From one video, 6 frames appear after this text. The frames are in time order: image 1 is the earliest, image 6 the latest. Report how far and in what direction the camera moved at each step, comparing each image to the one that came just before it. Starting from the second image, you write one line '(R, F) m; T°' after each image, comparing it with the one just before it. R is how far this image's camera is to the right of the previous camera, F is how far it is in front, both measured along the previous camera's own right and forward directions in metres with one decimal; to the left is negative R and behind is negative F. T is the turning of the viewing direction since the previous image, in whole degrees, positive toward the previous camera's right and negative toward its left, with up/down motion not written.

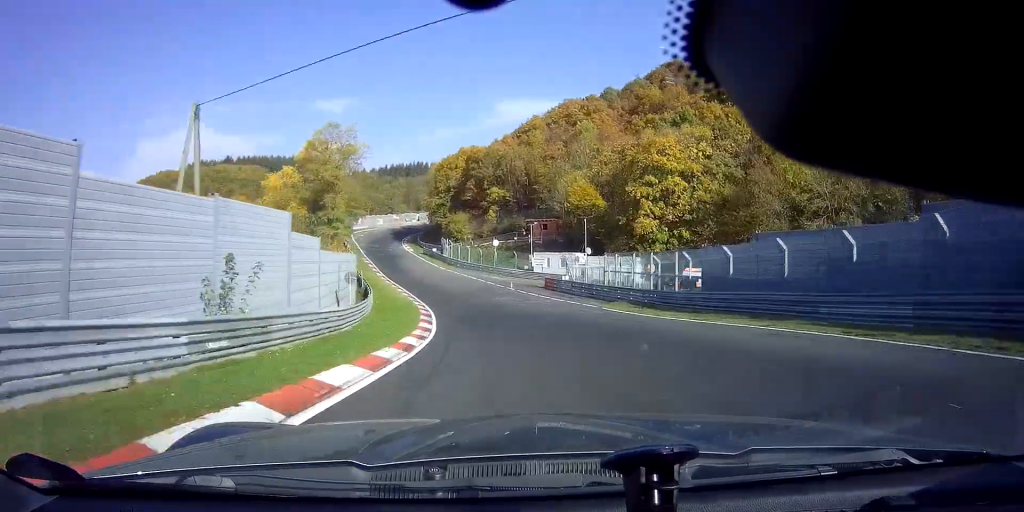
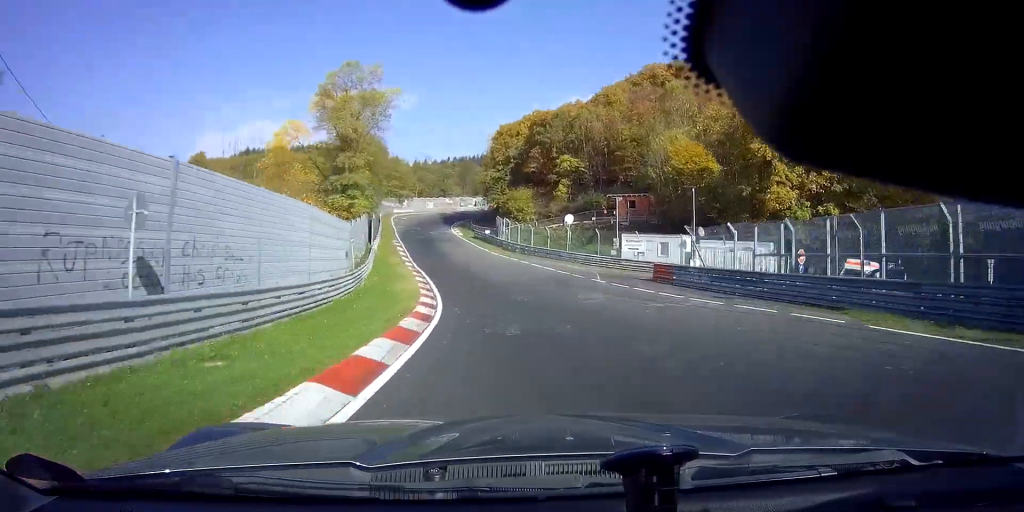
(-1.1, +18.2) m; -6°
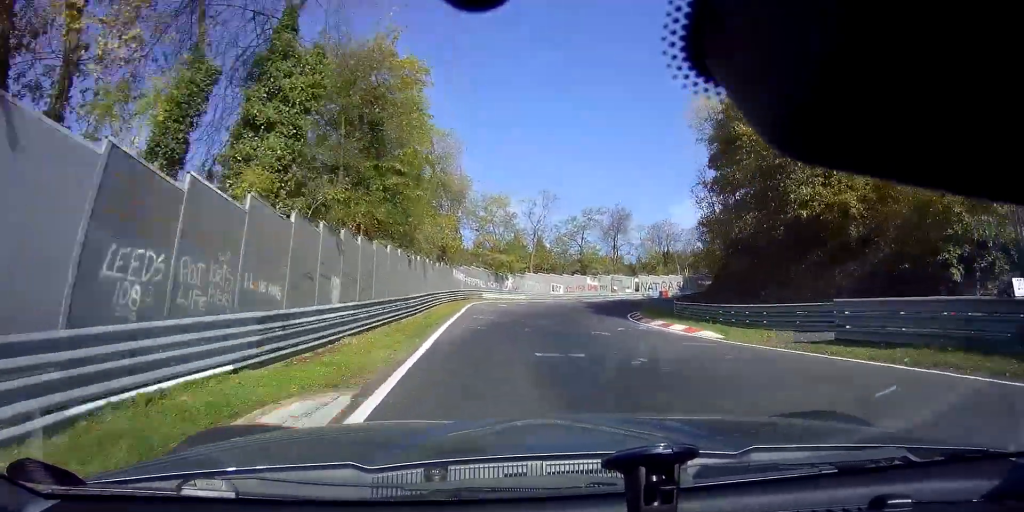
(-6.4, +53.5) m; -5°
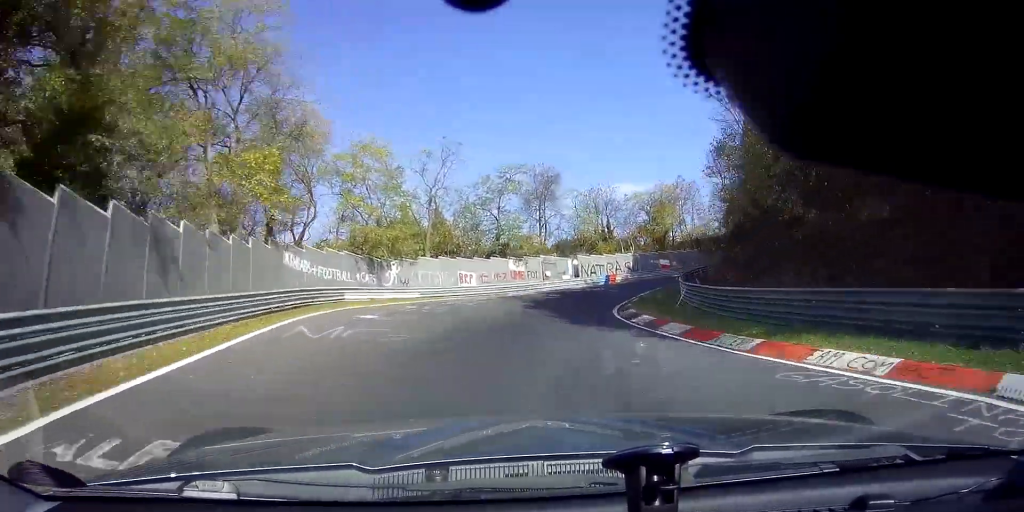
(+0.8, +18.7) m; +10°
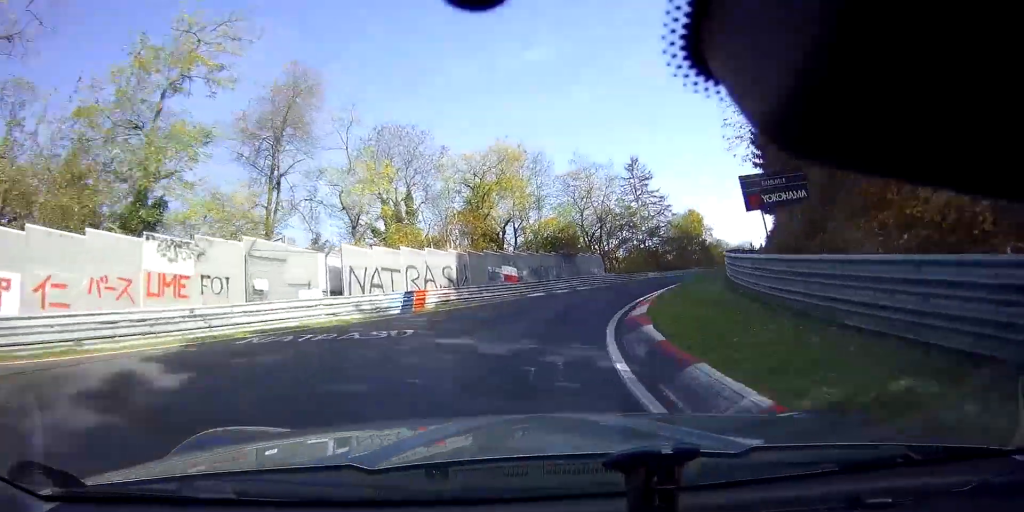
(+4.9, +28.0) m; +21°
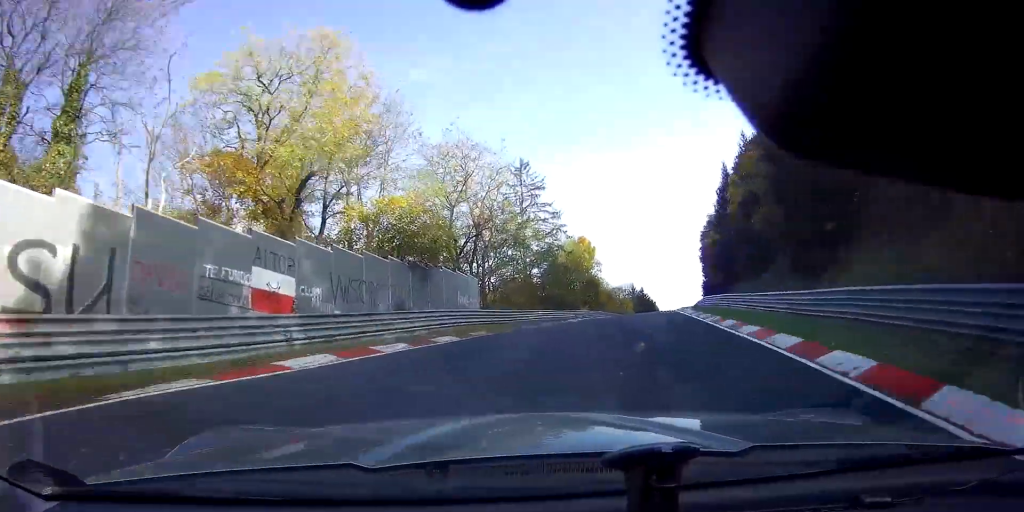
(+3.1, +19.9) m; +13°
